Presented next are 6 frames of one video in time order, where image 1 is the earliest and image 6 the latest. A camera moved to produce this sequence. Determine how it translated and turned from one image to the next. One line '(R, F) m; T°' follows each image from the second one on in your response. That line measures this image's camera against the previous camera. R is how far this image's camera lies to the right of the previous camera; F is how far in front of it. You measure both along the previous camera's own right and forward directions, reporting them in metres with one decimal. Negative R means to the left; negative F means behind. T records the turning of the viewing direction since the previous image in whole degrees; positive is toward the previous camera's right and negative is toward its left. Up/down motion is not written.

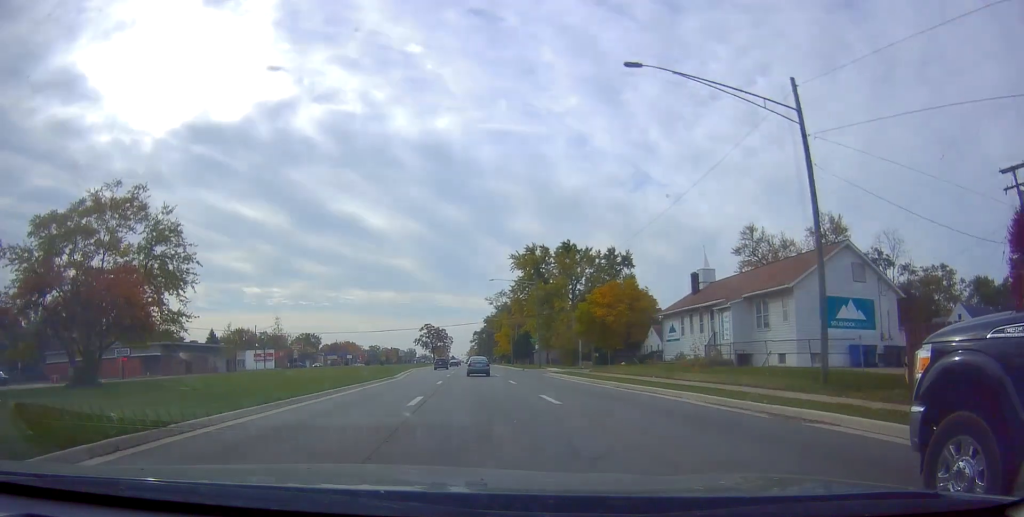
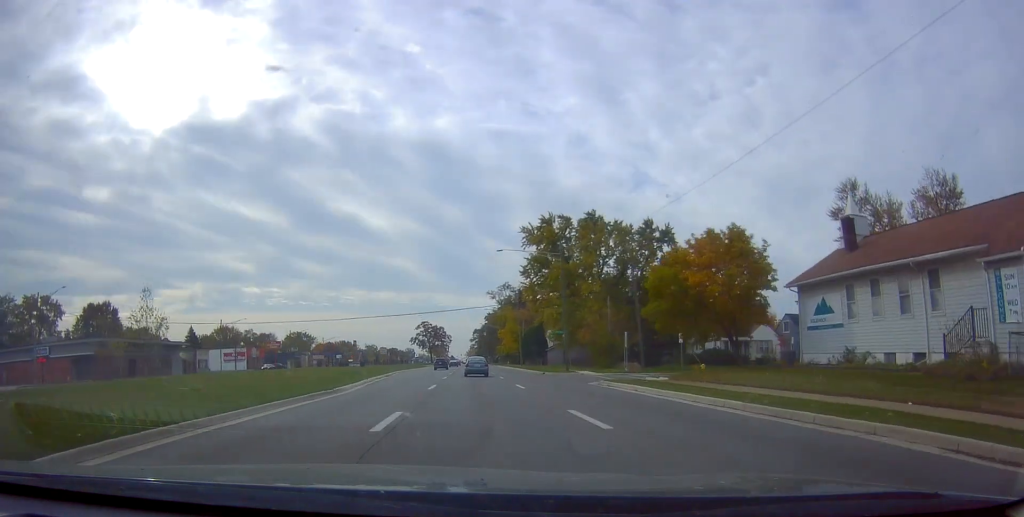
(+0.1, +20.9) m; 0°
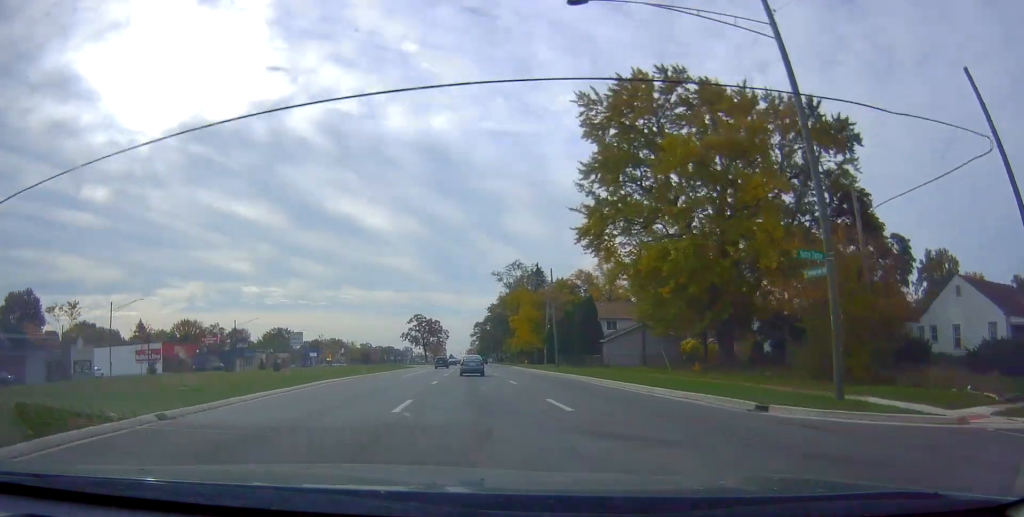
(-0.1, +41.7) m; +1°
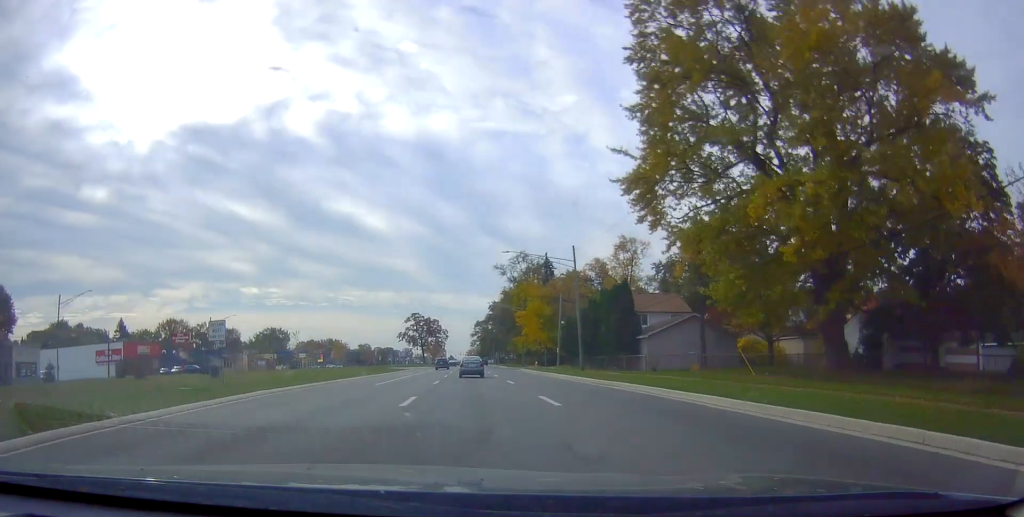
(+0.3, +13.3) m; +1°
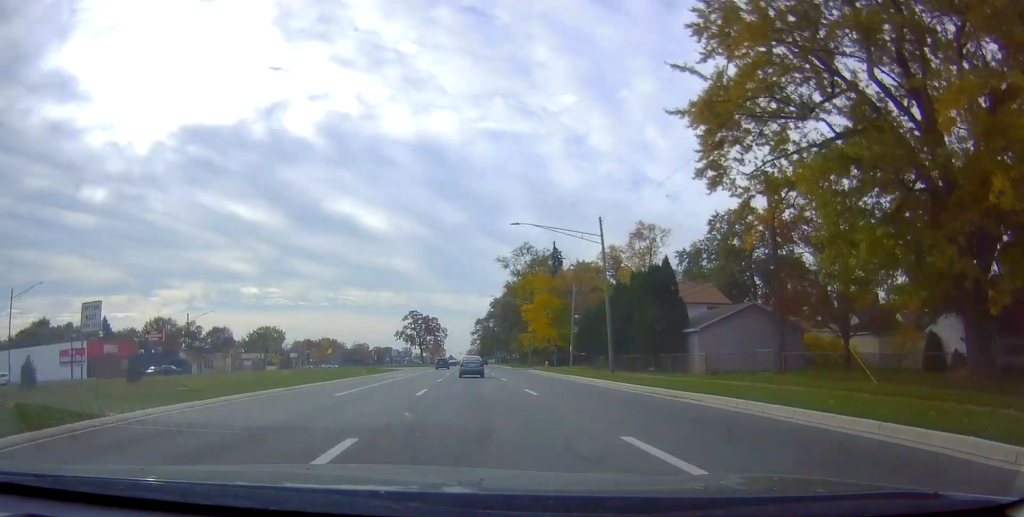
(0.0, +10.2) m; -1°
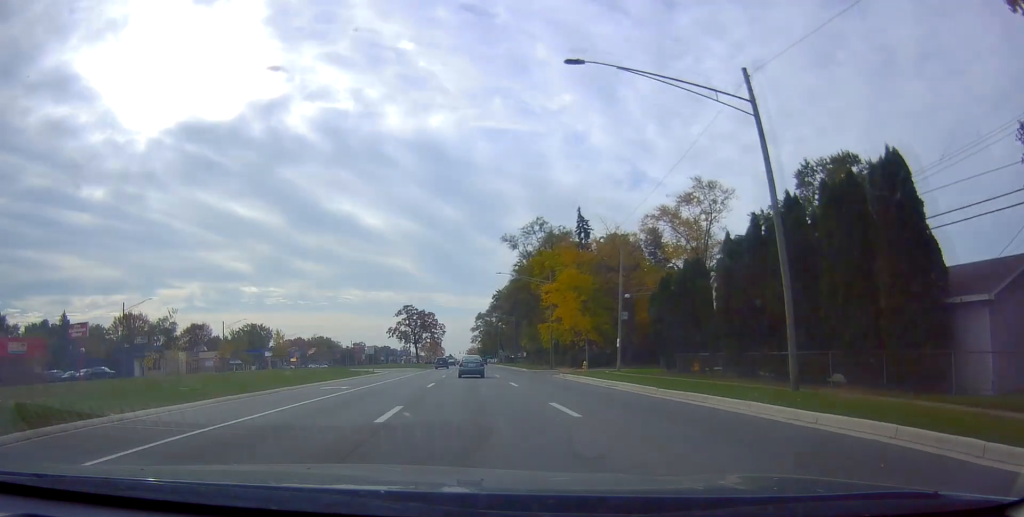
(-0.2, +22.5) m; -1°
